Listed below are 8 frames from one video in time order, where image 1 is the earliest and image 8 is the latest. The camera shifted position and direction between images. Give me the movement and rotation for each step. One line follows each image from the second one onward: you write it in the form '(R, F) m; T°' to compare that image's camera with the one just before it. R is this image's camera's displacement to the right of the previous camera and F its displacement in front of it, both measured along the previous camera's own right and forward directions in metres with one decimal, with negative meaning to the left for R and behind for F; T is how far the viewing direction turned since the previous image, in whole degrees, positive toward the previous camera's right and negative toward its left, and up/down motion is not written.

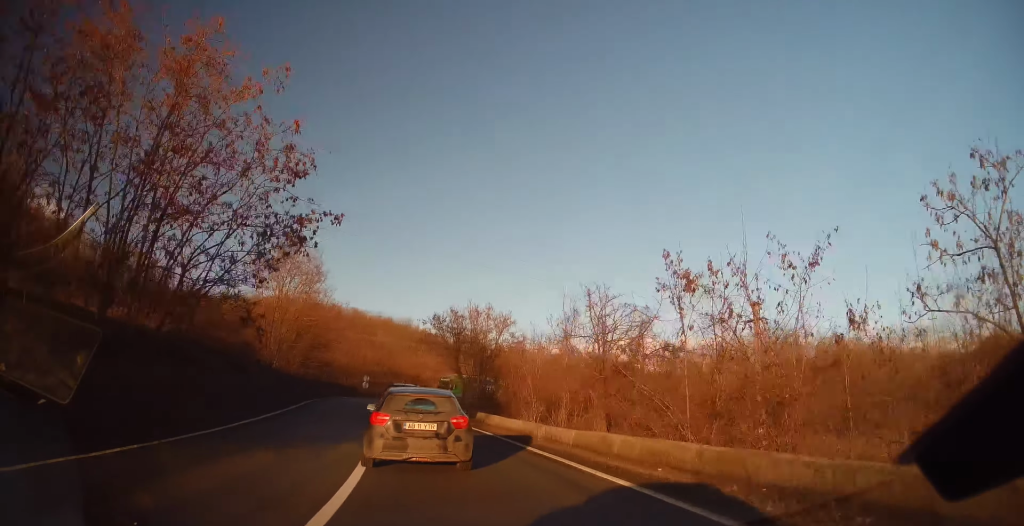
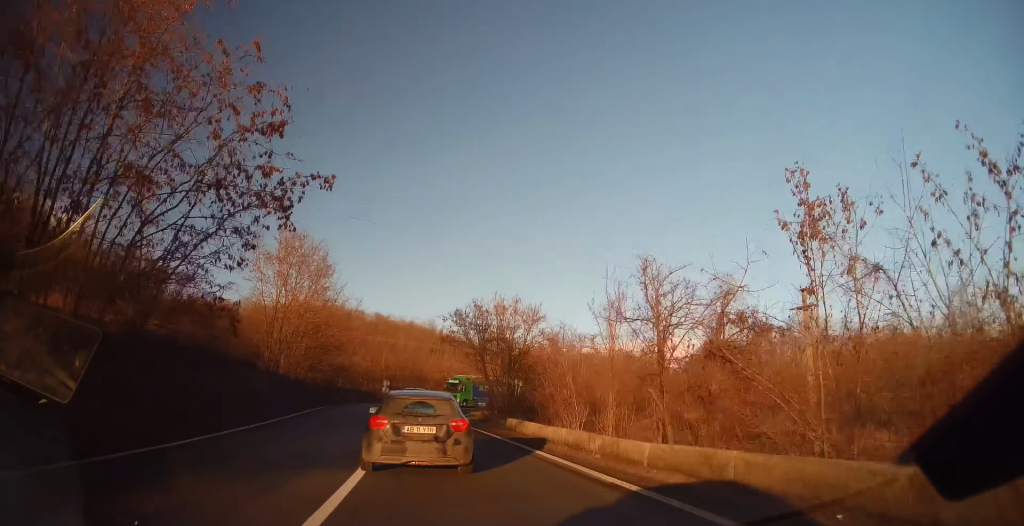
(0.0, +4.0) m; -2°
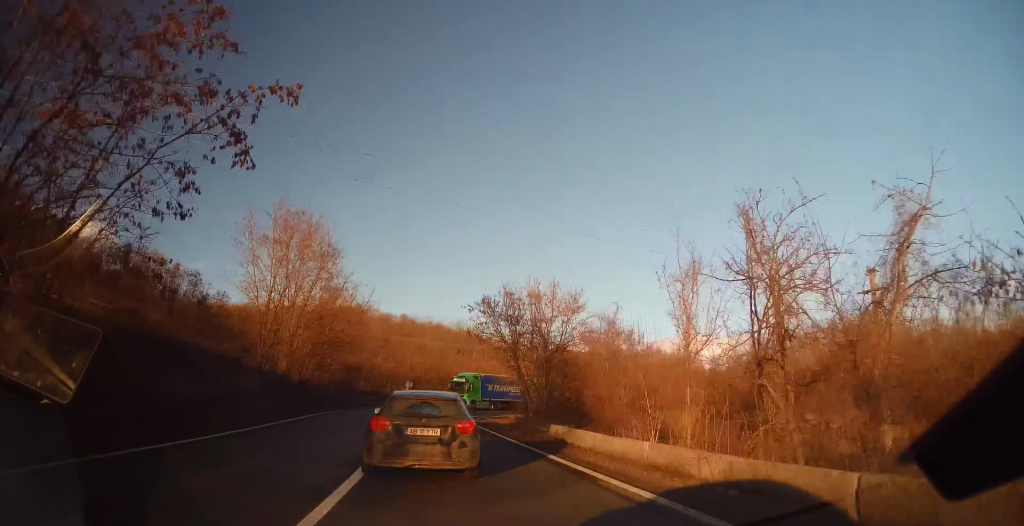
(-0.3, +4.9) m; -3°
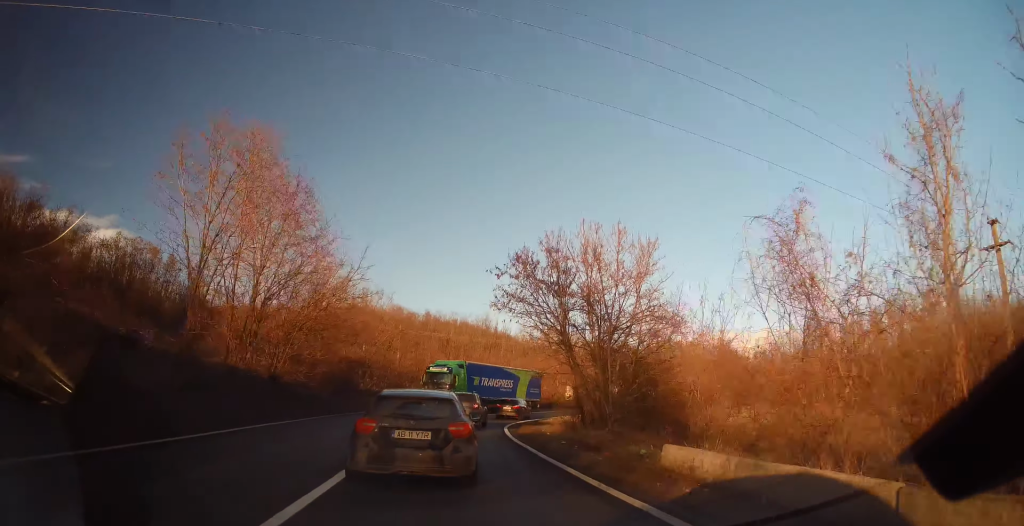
(-0.4, +8.9) m; -3°
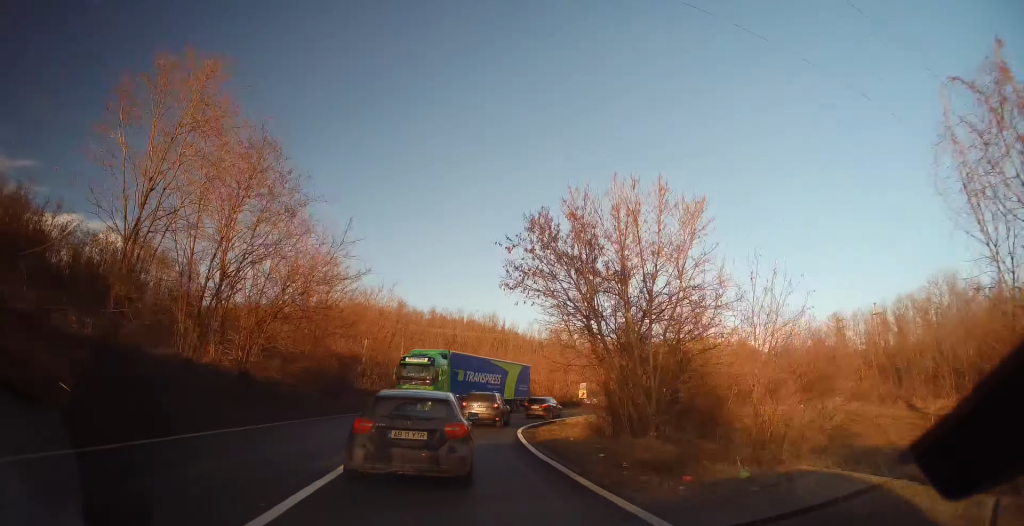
(-0.1, +4.3) m; -1°
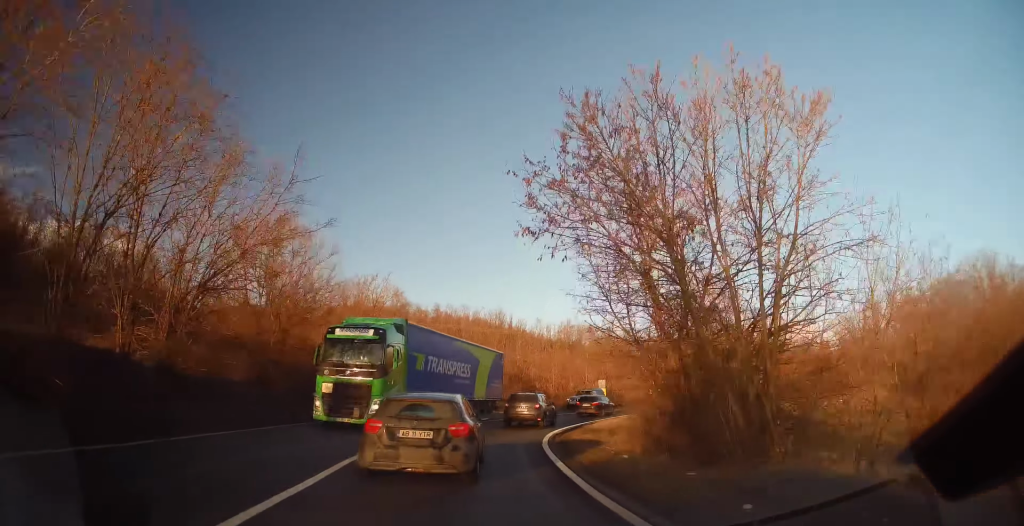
(0.0, +6.8) m; +1°
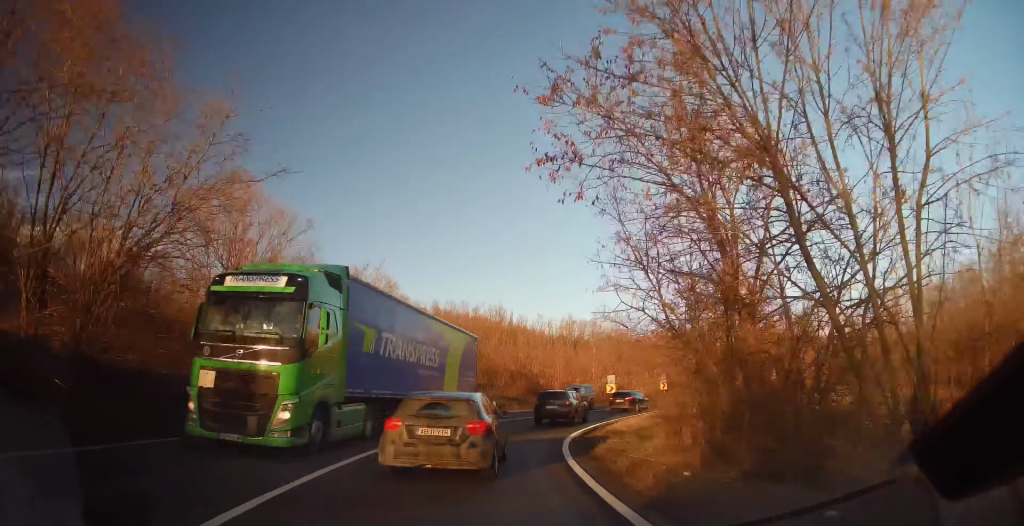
(0.0, +4.0) m; +1°
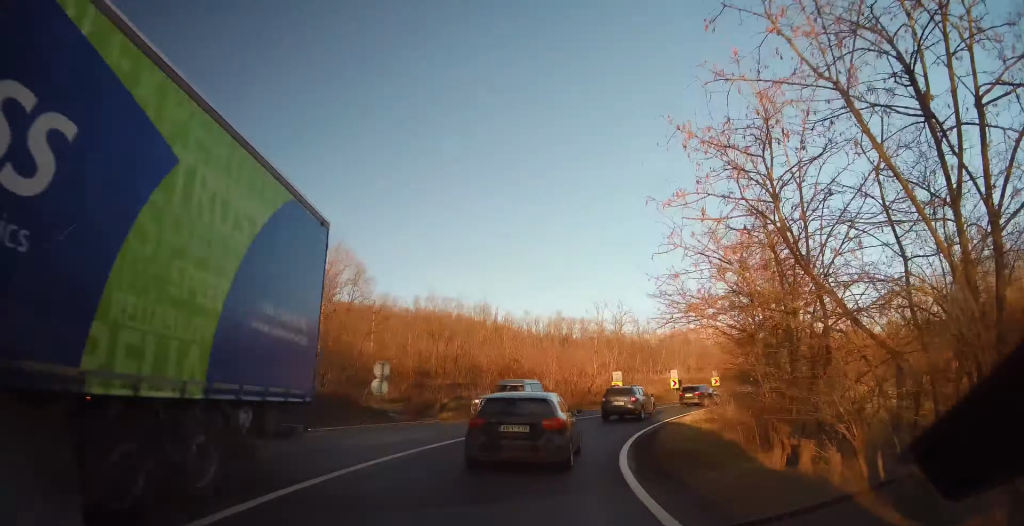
(+0.3, +8.7) m; +5°
